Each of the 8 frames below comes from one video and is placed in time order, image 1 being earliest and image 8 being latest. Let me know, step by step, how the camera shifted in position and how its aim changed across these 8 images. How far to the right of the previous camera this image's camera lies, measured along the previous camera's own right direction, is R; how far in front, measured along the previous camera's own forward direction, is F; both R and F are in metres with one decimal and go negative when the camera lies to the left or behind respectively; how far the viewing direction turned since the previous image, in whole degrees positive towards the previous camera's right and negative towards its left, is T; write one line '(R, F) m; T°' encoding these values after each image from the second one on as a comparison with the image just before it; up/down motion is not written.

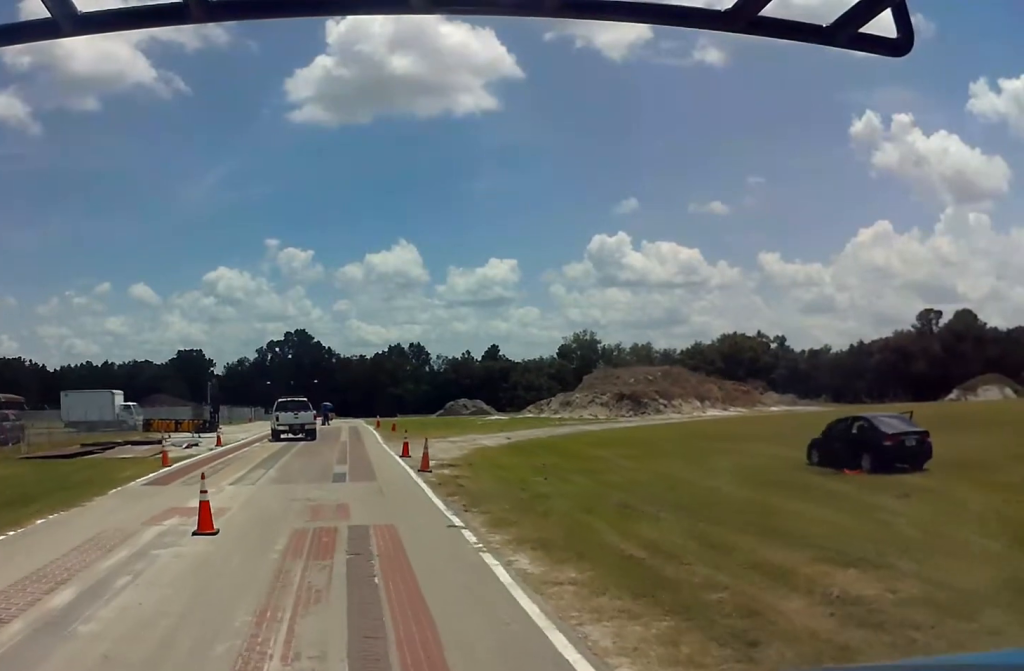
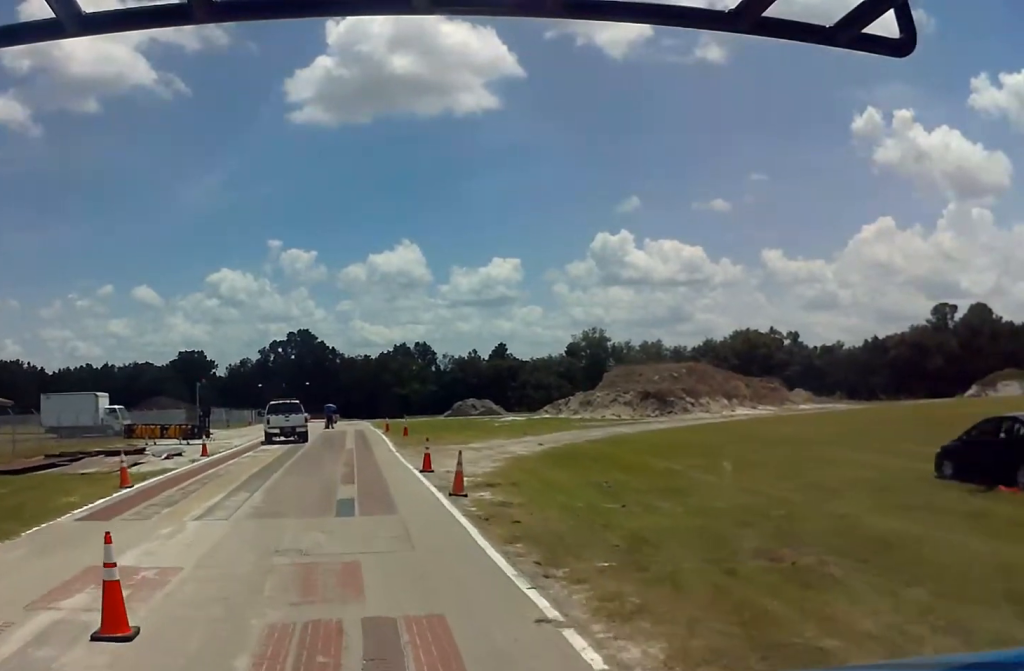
(-0.1, +6.0) m; -1°
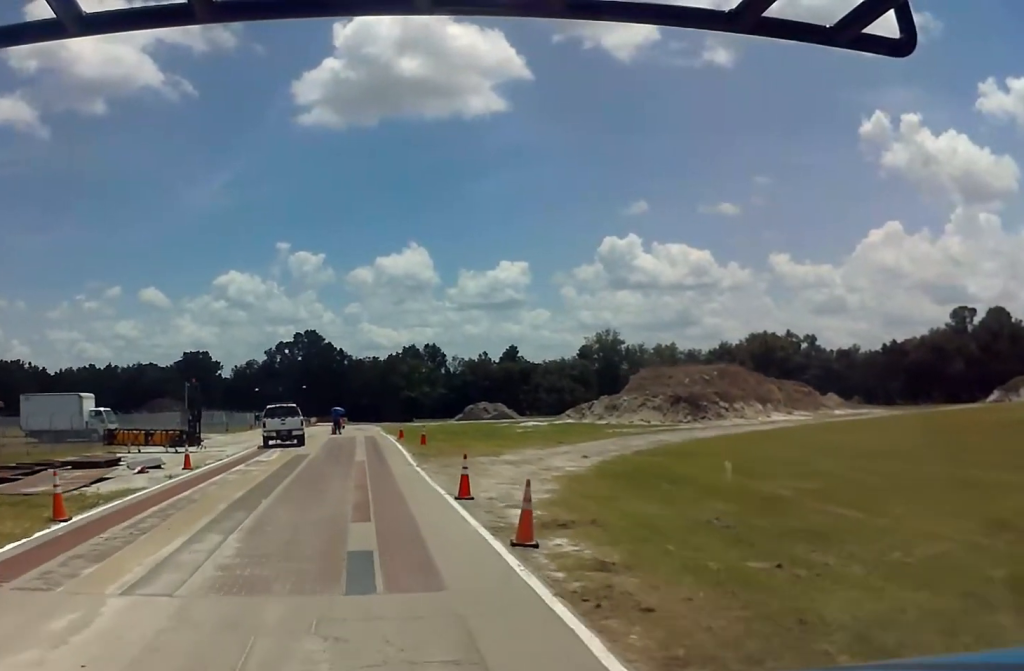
(0.0, +5.9) m; 0°
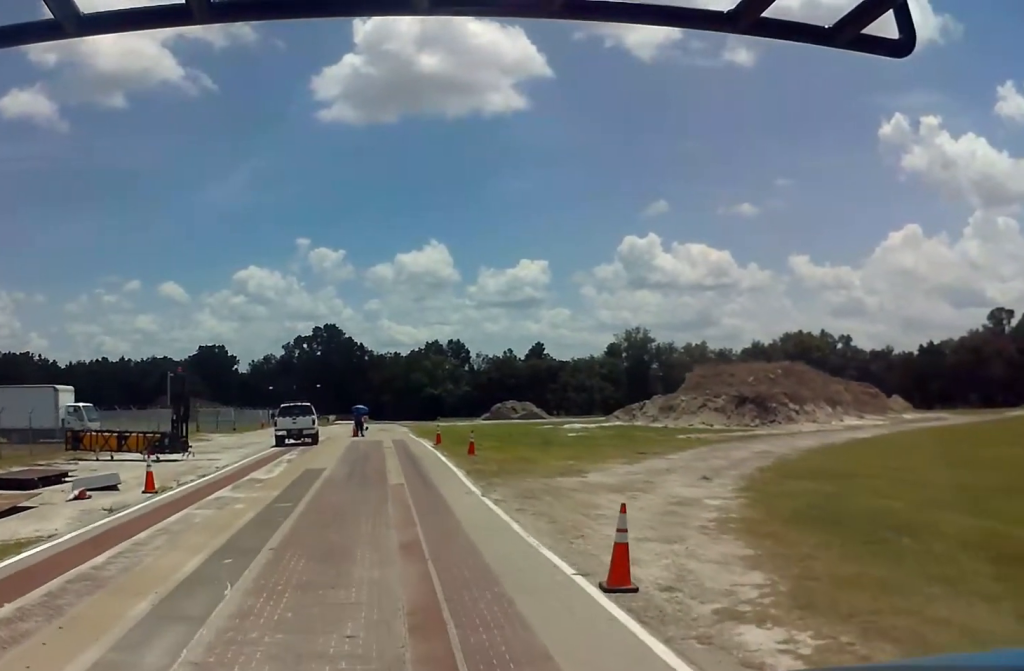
(0.0, +9.2) m; 0°
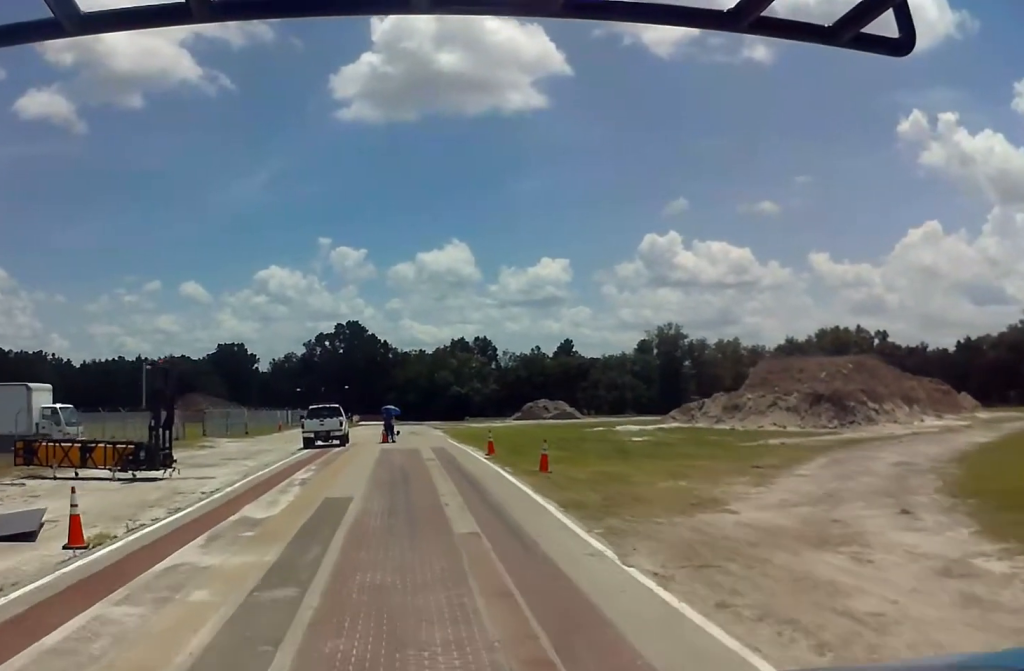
(-0.1, +8.0) m; -4°
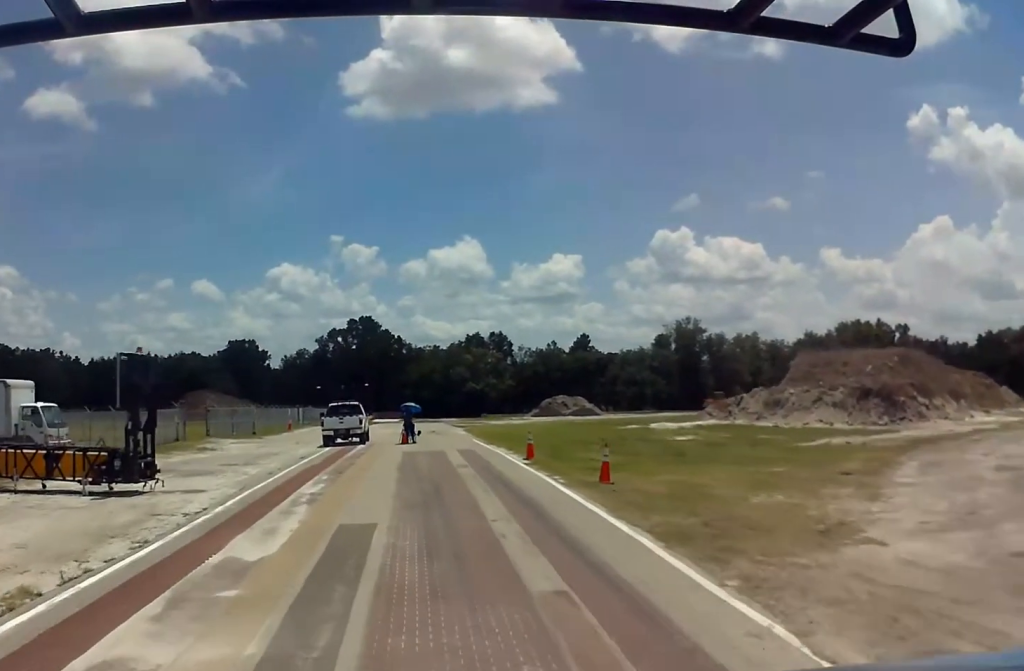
(-0.3, +4.5) m; 0°
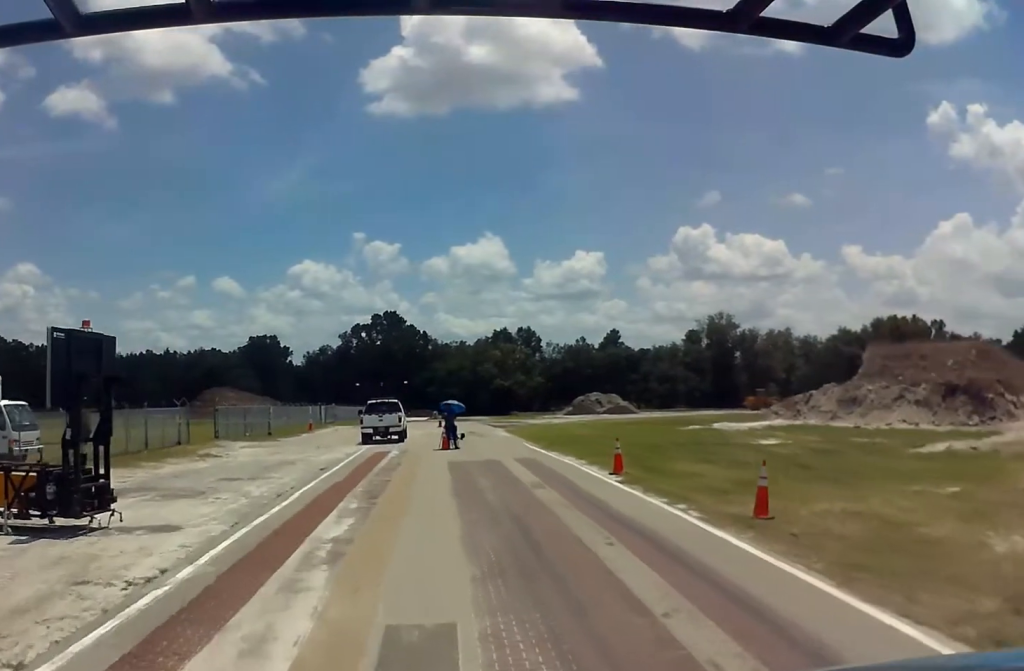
(+0.2, +6.8) m; 0°
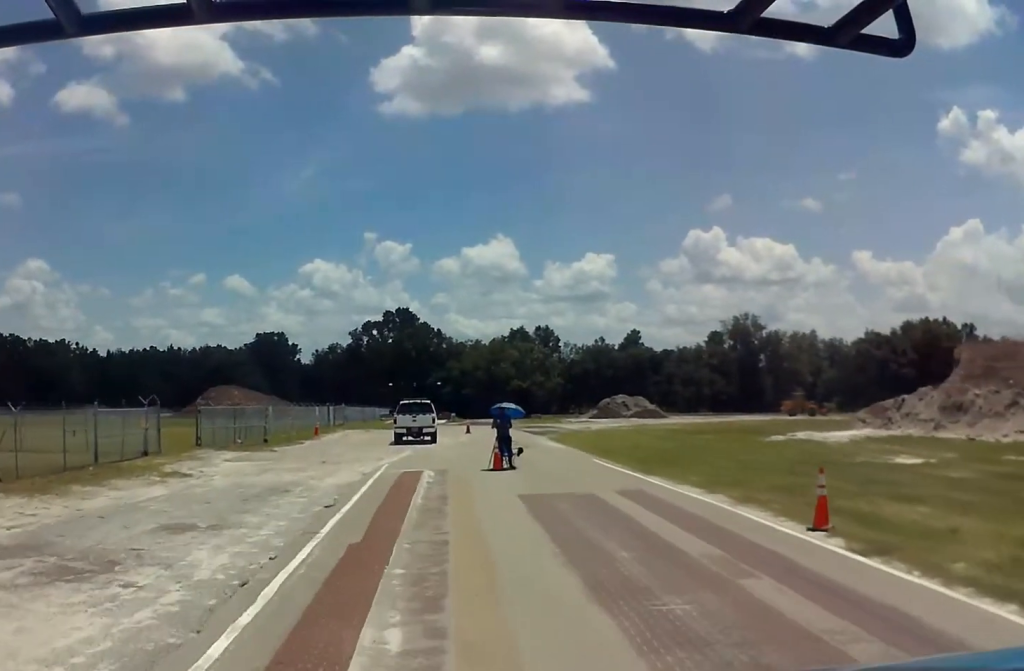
(-0.4, +9.7) m; -4°
